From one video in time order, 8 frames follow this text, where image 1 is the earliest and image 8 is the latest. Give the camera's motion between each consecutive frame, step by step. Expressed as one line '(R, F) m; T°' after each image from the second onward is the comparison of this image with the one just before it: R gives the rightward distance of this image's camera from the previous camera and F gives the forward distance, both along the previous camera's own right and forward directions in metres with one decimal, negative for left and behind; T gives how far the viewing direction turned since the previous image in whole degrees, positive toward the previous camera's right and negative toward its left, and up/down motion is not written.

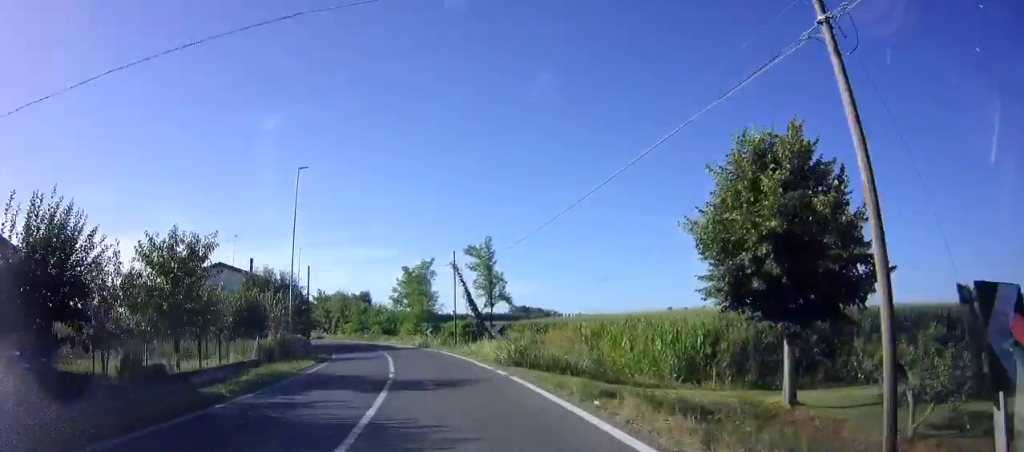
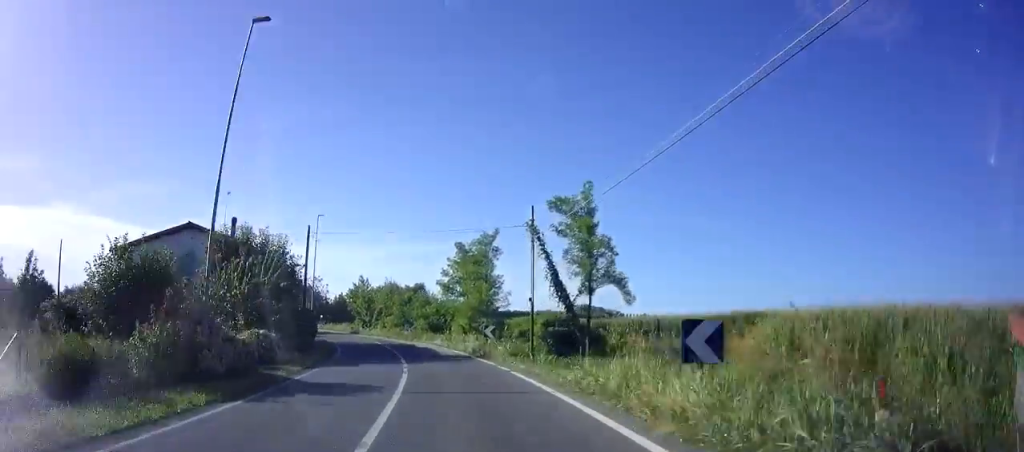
(-0.8, +15.5) m; -6°
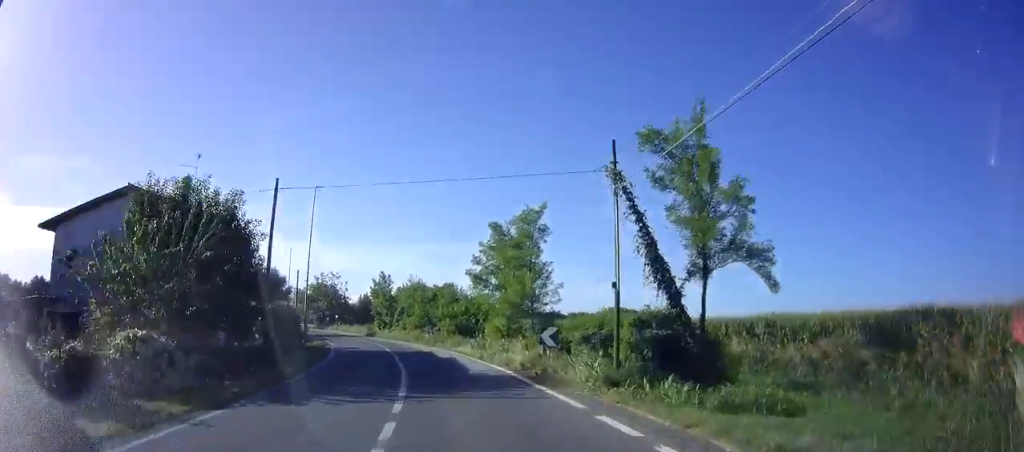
(-0.2, +9.5) m; -4°
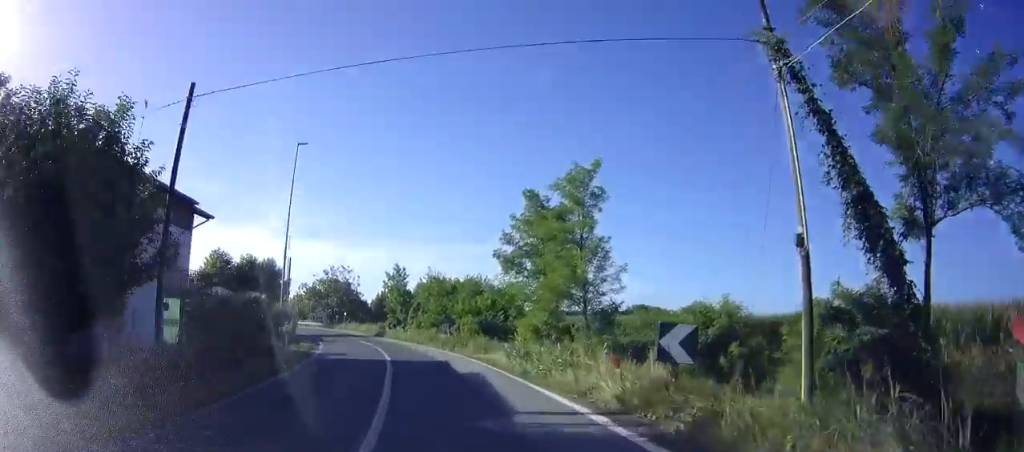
(-0.4, +8.3) m; -3°
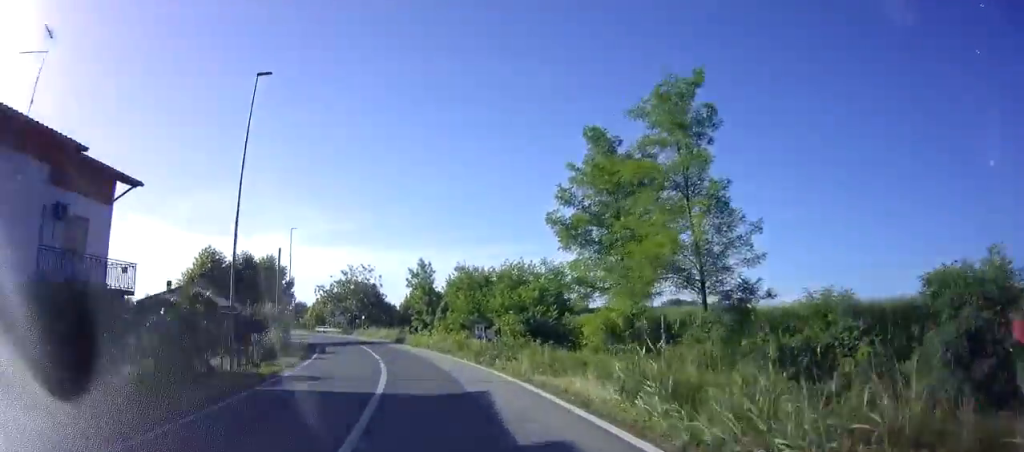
(-0.2, +8.9) m; -3°
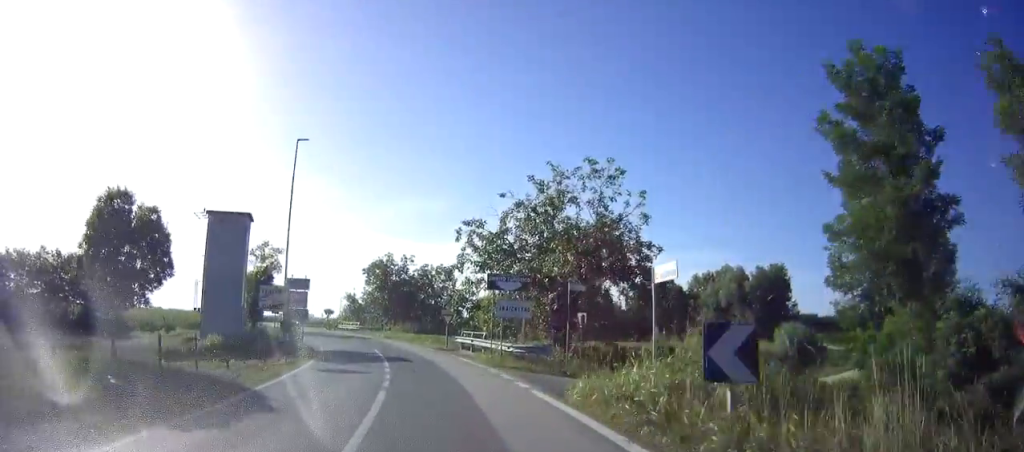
(-10.1, +51.8) m; -22°
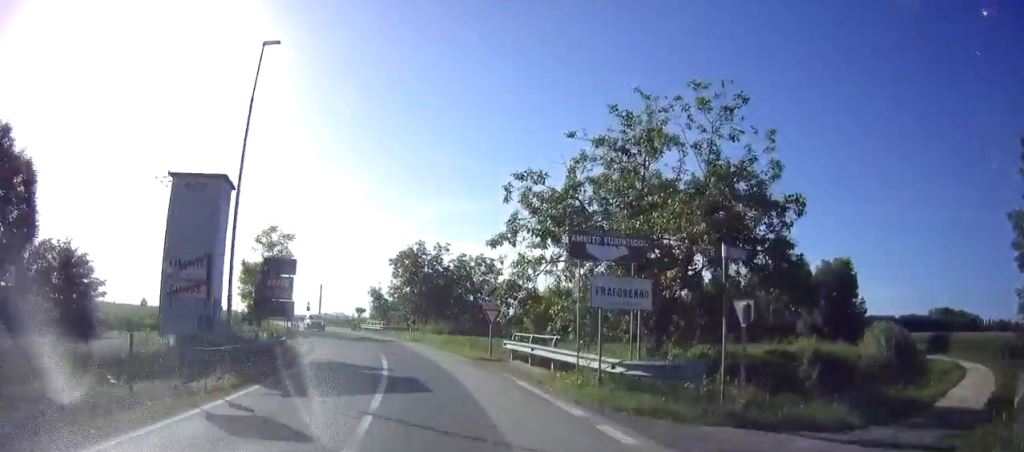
(-0.5, +9.4) m; -3°
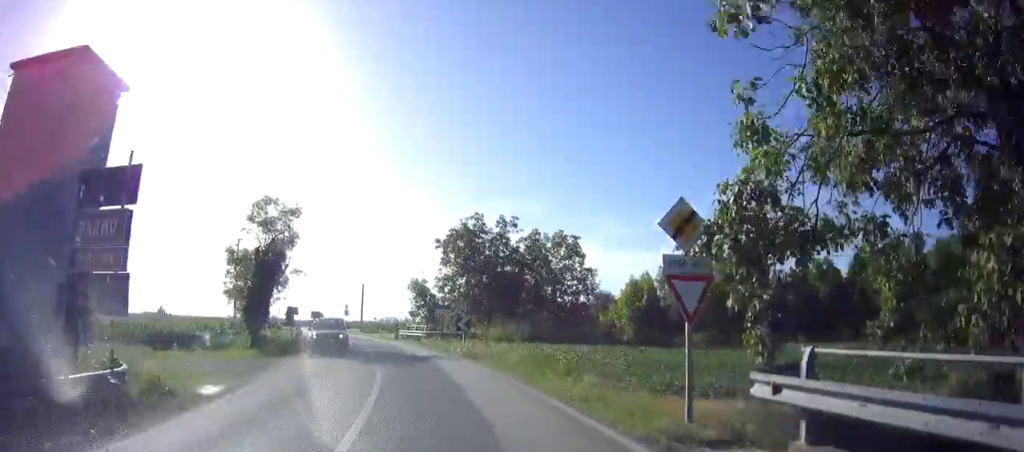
(-0.6, +15.6) m; -6°
